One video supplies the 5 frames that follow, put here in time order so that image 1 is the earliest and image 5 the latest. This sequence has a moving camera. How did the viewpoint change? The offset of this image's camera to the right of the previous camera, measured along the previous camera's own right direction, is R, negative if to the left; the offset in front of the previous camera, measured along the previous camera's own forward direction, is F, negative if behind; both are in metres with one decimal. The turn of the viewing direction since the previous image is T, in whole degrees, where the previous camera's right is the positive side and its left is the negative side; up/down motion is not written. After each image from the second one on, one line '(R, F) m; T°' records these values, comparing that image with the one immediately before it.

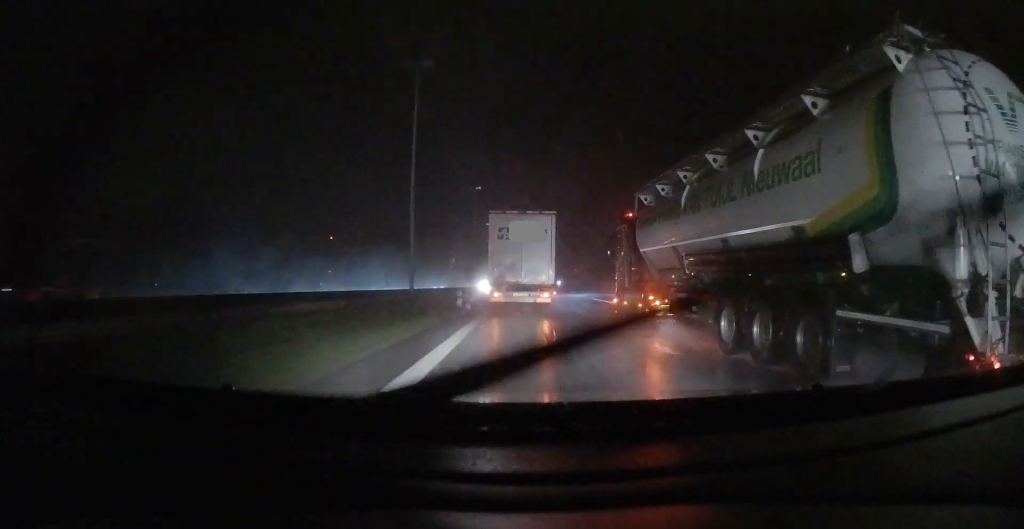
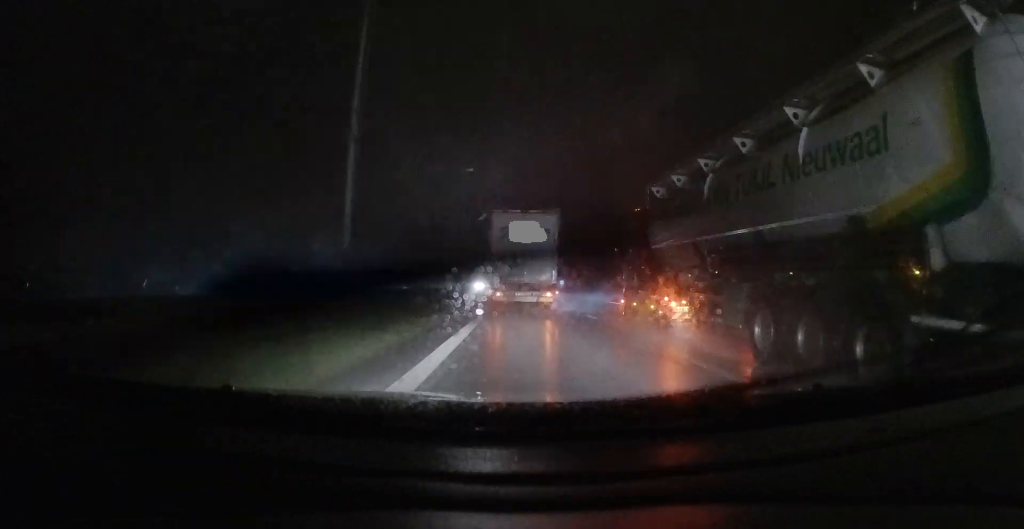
(0.0, +15.8) m; 0°
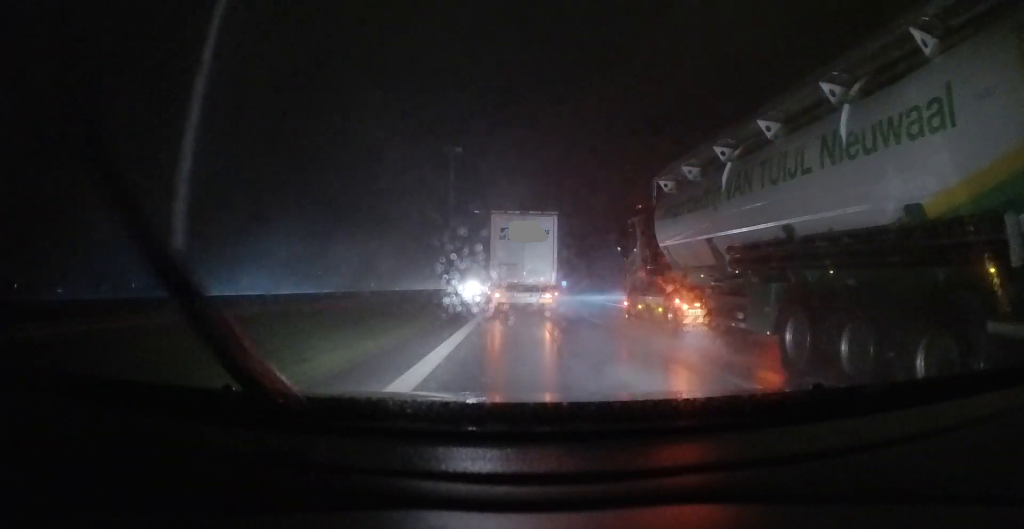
(-0.1, +14.1) m; 0°
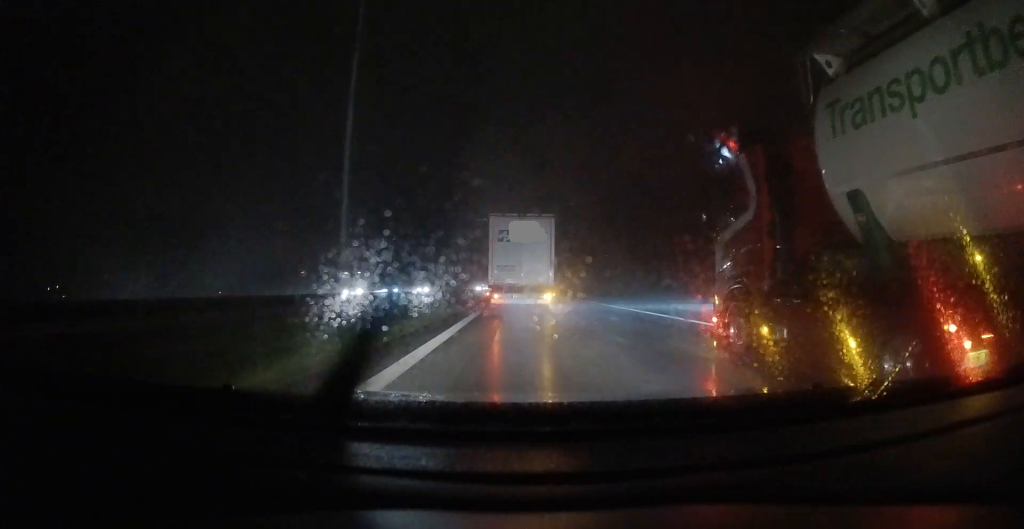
(-0.4, +103.8) m; 0°
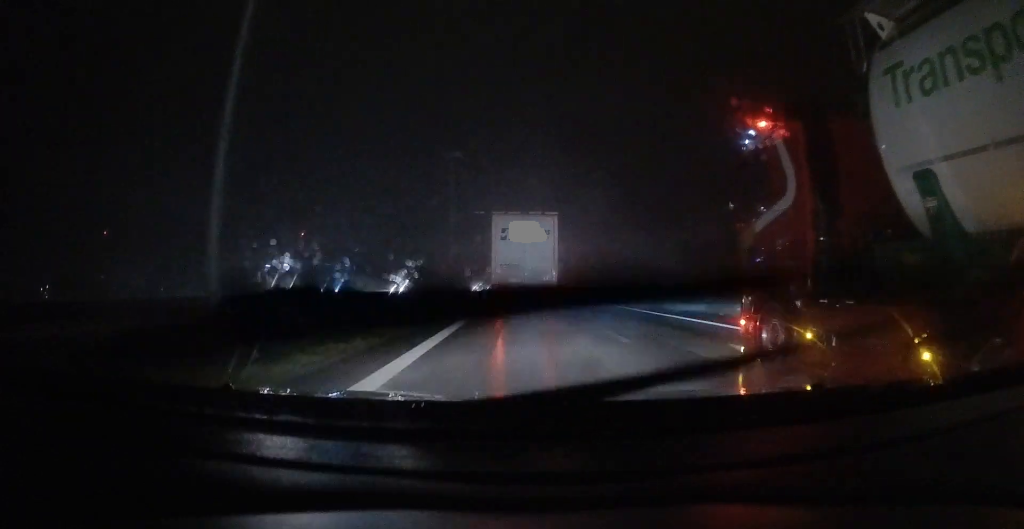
(+0.1, +12.6) m; 0°
